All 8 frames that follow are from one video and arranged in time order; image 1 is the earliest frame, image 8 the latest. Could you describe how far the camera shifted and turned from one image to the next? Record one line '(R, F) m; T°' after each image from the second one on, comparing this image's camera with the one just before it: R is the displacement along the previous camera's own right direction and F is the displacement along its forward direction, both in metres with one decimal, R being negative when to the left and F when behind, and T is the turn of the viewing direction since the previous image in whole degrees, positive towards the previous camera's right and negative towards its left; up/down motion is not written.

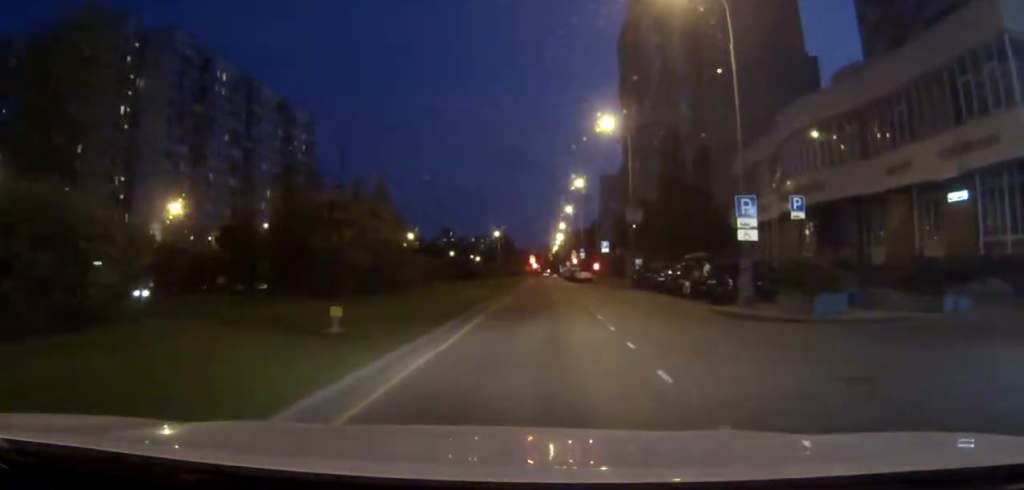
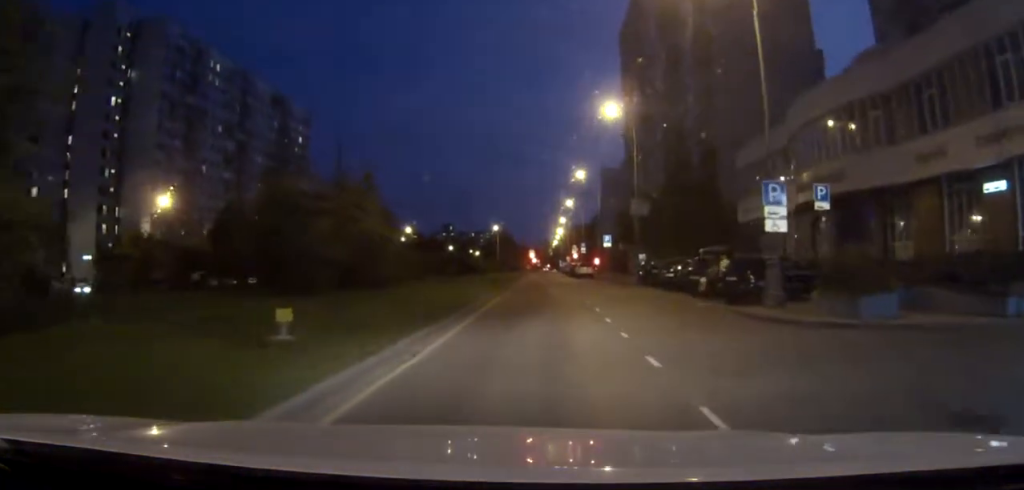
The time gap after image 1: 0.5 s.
(0.0, +3.1) m; 0°
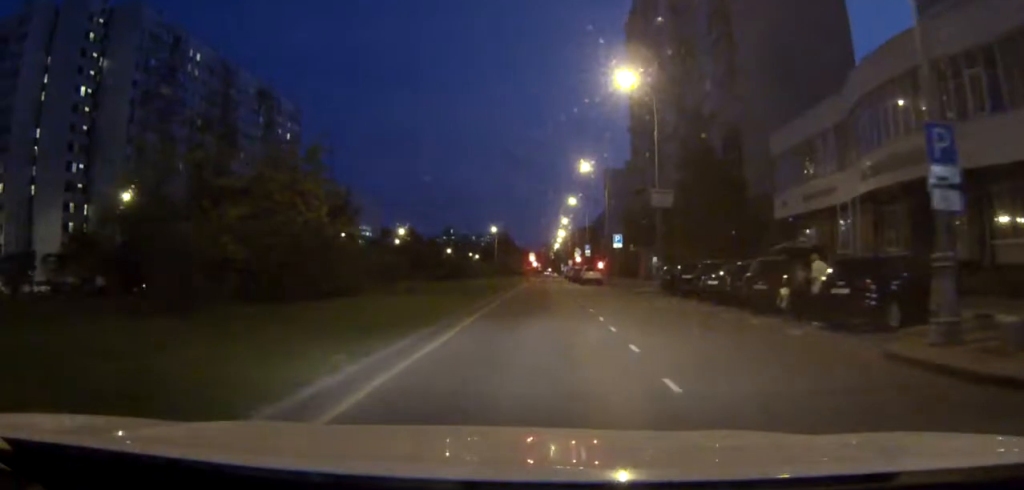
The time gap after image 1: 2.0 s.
(-0.1, +9.7) m; -1°
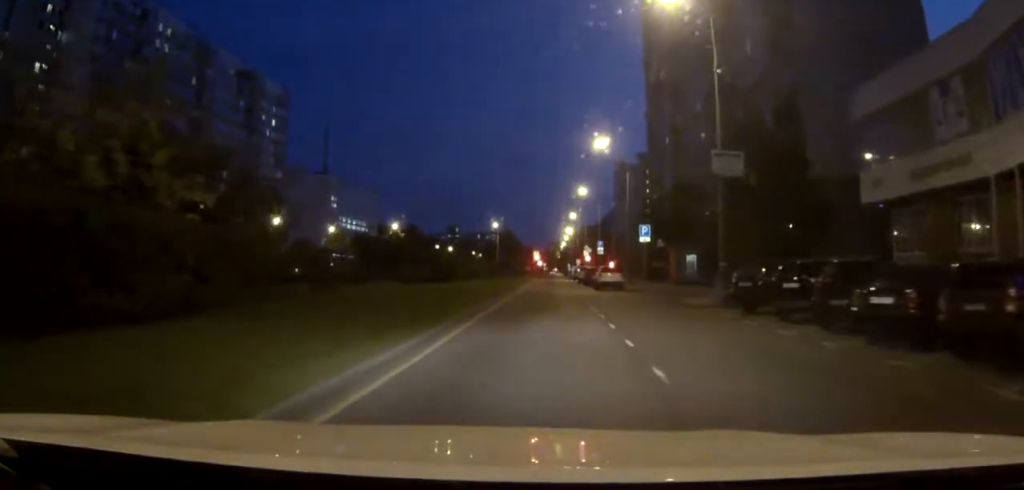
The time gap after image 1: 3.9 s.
(0.0, +14.7) m; +1°
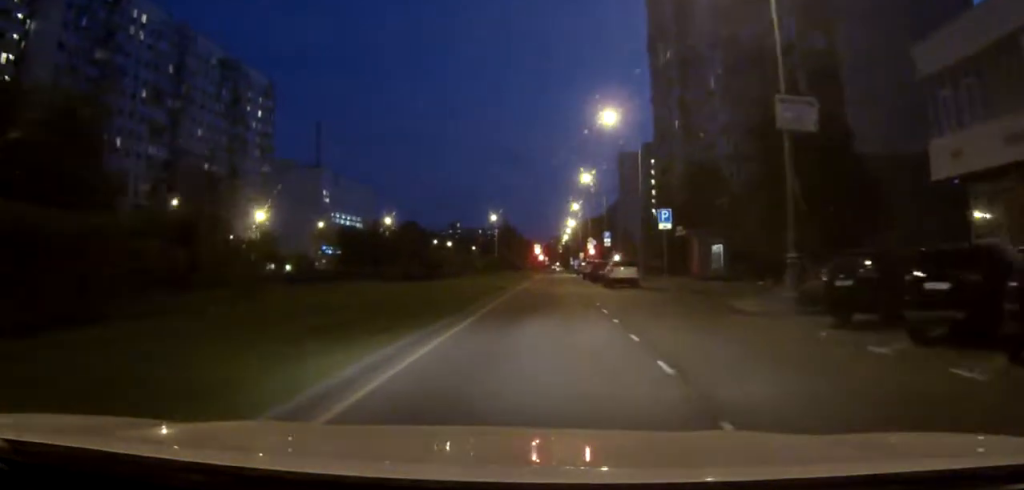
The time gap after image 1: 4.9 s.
(0.0, +8.1) m; +1°
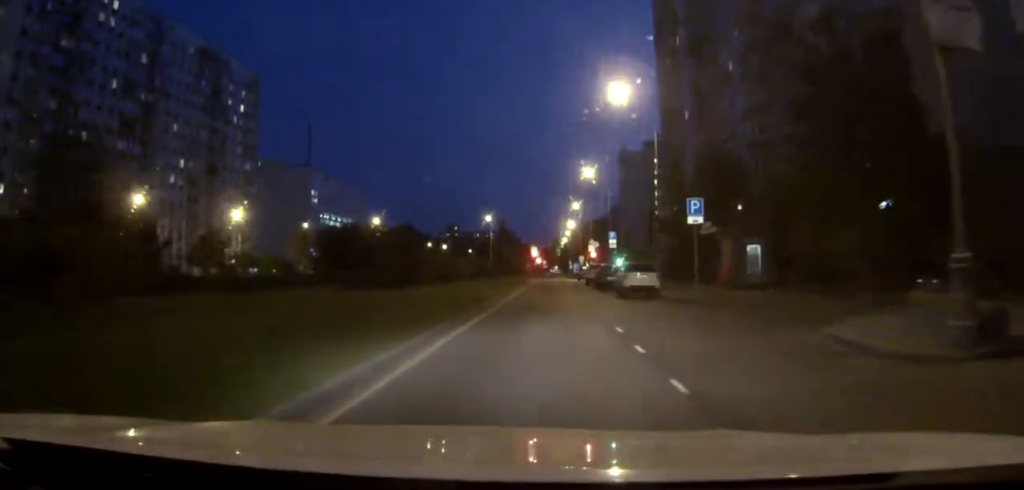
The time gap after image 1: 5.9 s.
(+0.1, +8.7) m; +1°
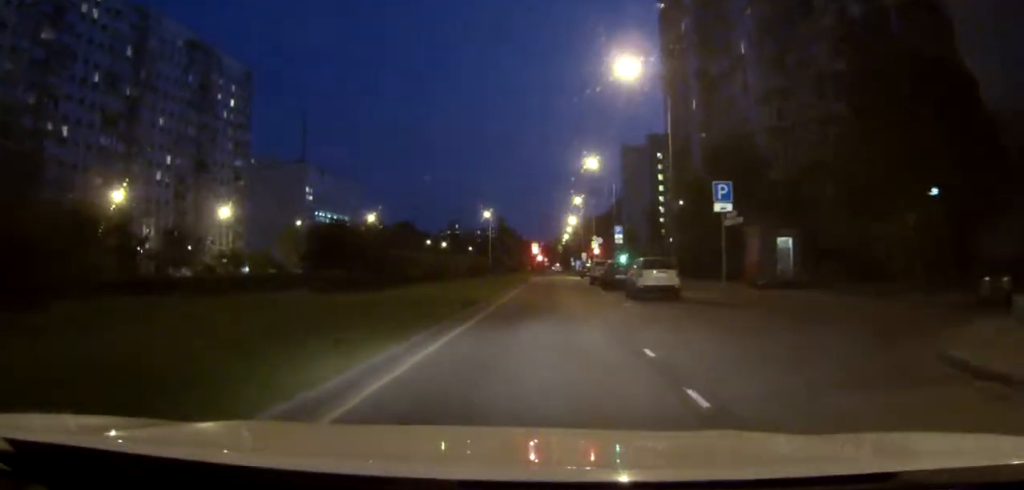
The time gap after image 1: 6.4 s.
(0.0, +5.0) m; 0°
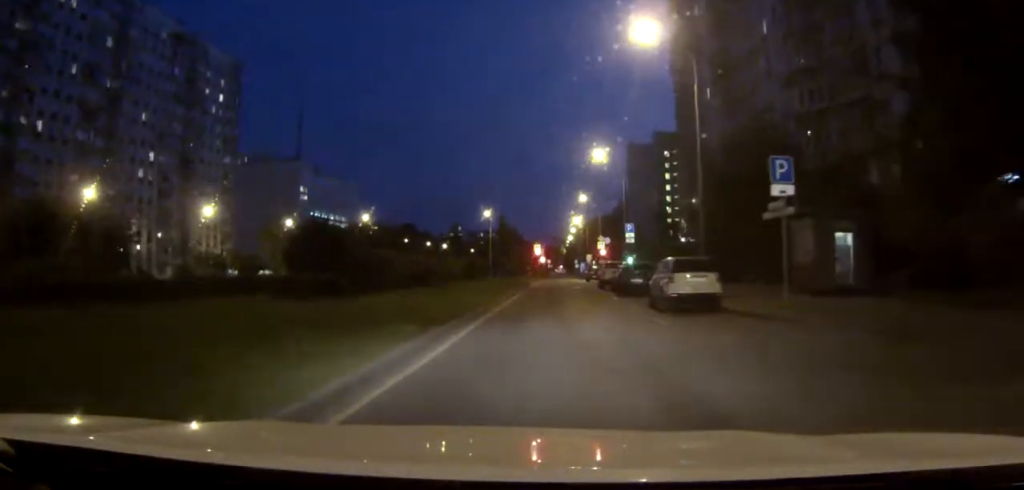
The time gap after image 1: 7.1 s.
(0.0, +6.7) m; -1°
